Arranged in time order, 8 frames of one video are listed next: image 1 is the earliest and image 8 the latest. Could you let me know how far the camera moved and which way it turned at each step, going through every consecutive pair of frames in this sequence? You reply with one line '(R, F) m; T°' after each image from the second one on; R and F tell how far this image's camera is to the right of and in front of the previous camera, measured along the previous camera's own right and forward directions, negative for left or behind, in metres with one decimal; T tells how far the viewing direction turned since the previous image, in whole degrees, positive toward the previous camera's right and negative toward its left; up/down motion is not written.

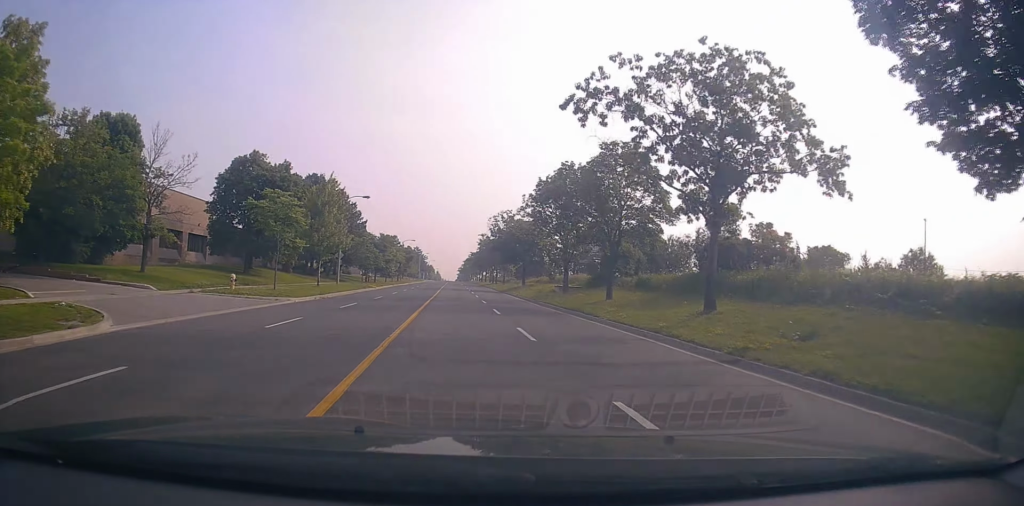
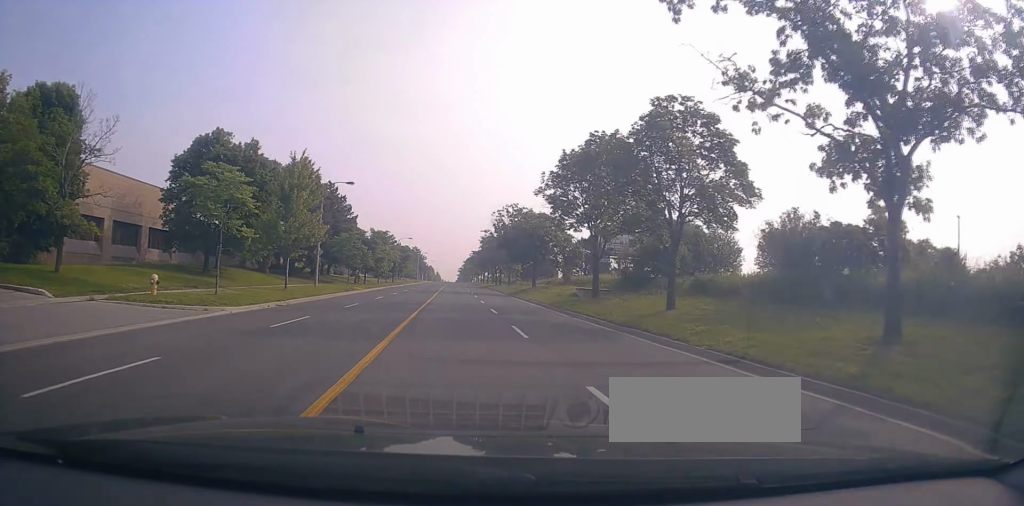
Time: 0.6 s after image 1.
(0.0, +8.1) m; -1°
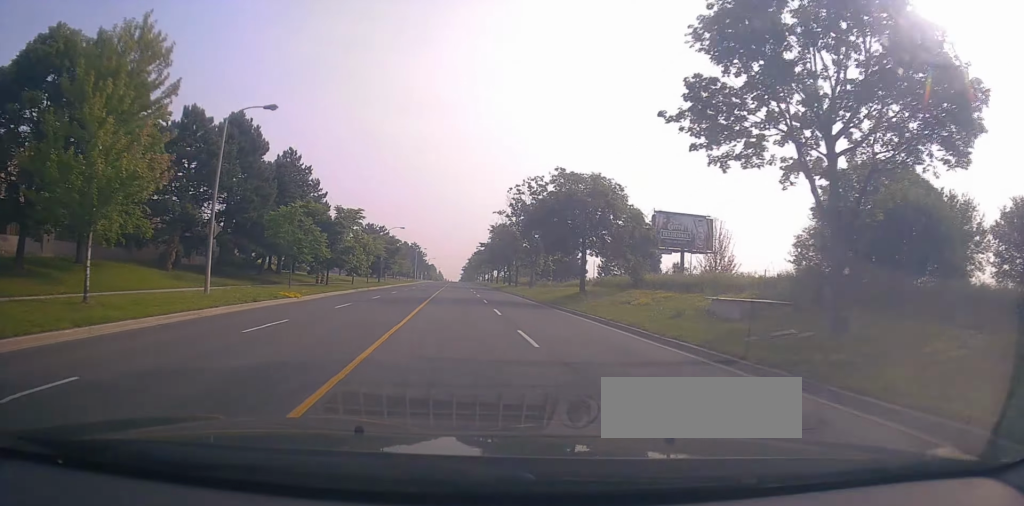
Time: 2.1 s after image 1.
(-0.3, +20.0) m; 0°
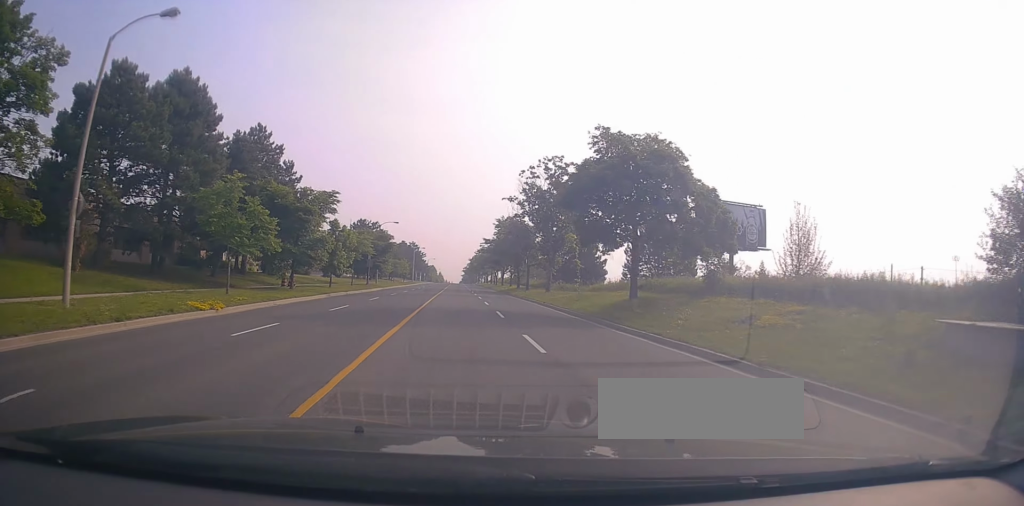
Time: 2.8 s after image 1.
(+0.1, +10.1) m; +1°
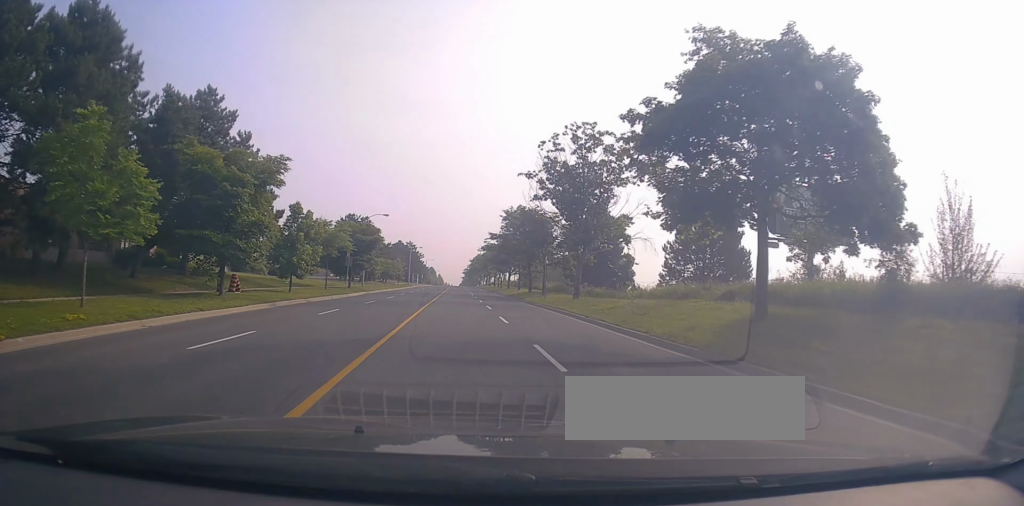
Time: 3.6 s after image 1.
(+0.2, +11.1) m; 0°
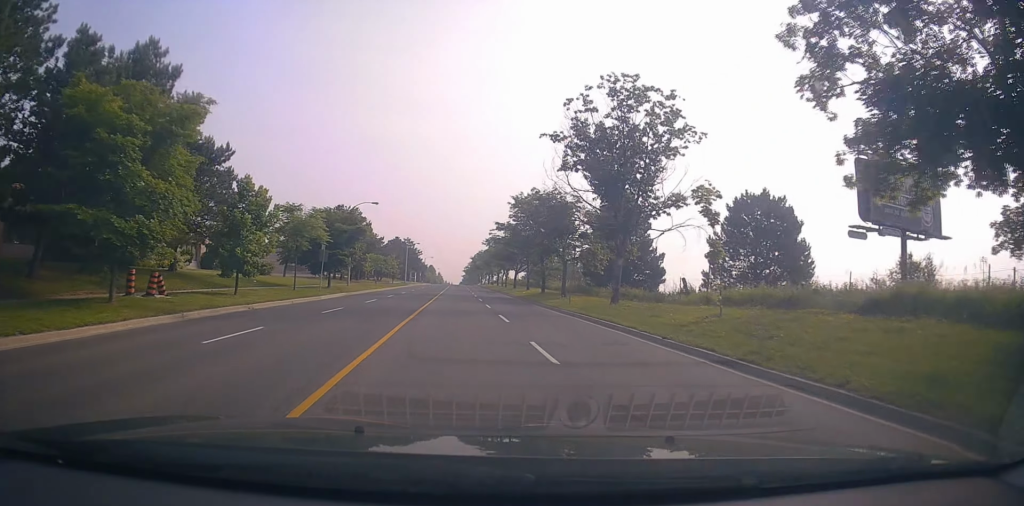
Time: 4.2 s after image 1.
(-0.3, +8.7) m; -1°
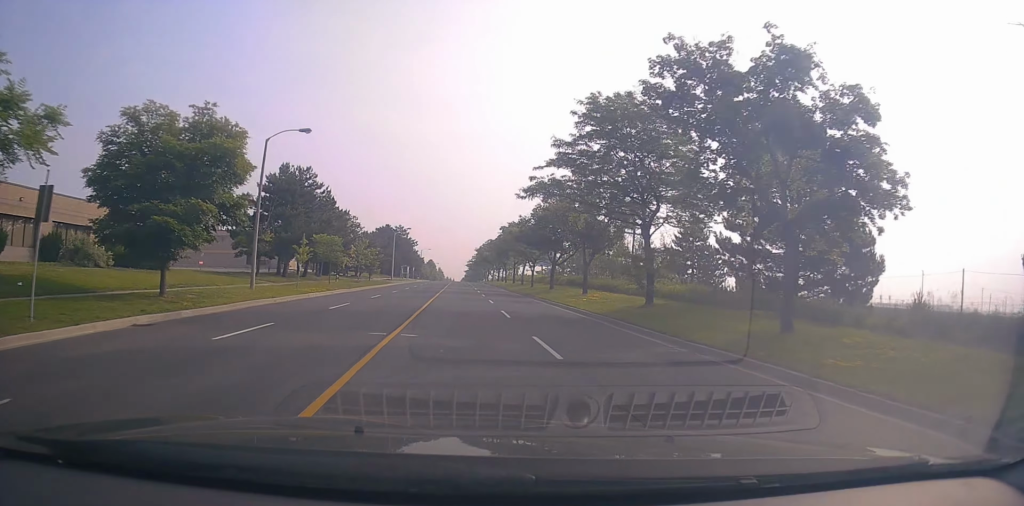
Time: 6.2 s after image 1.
(-0.5, +27.1) m; -2°
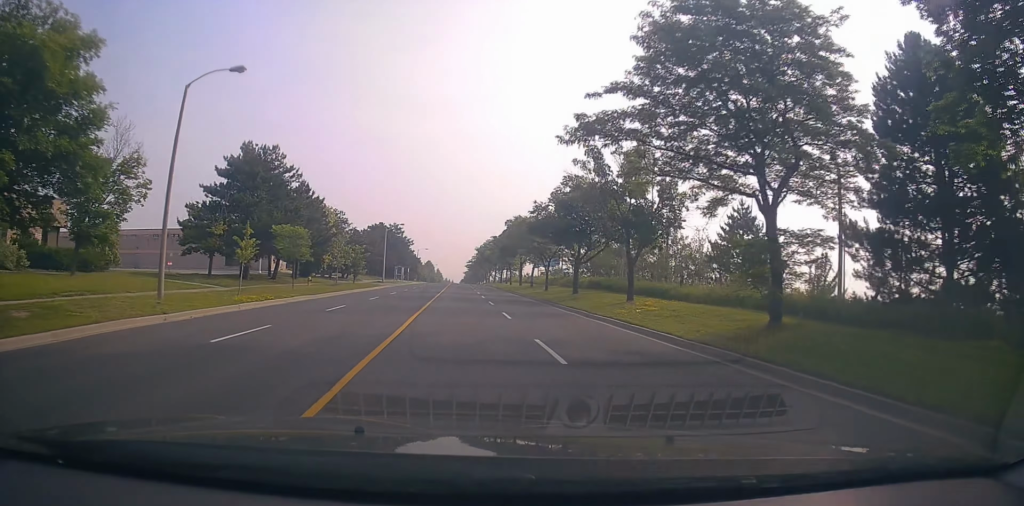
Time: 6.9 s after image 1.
(0.0, +9.6) m; 0°
